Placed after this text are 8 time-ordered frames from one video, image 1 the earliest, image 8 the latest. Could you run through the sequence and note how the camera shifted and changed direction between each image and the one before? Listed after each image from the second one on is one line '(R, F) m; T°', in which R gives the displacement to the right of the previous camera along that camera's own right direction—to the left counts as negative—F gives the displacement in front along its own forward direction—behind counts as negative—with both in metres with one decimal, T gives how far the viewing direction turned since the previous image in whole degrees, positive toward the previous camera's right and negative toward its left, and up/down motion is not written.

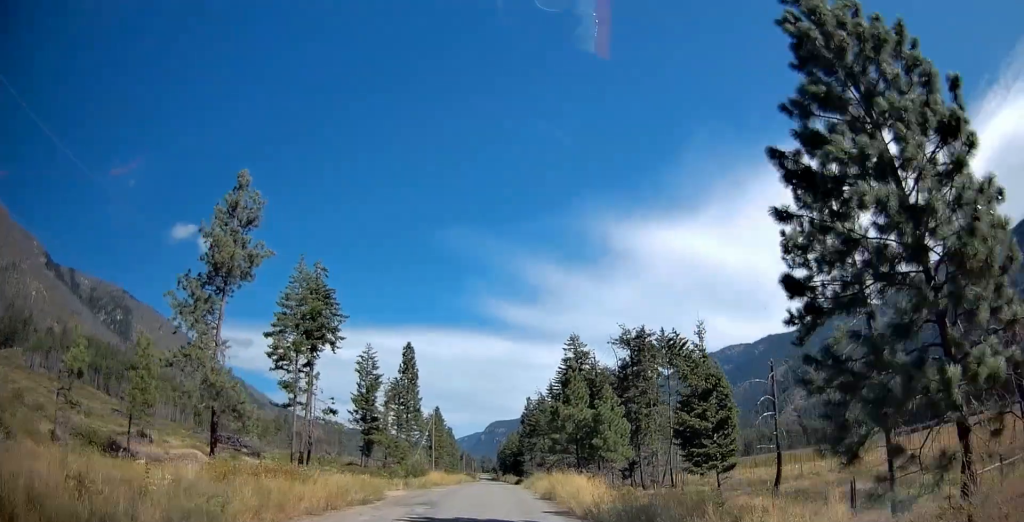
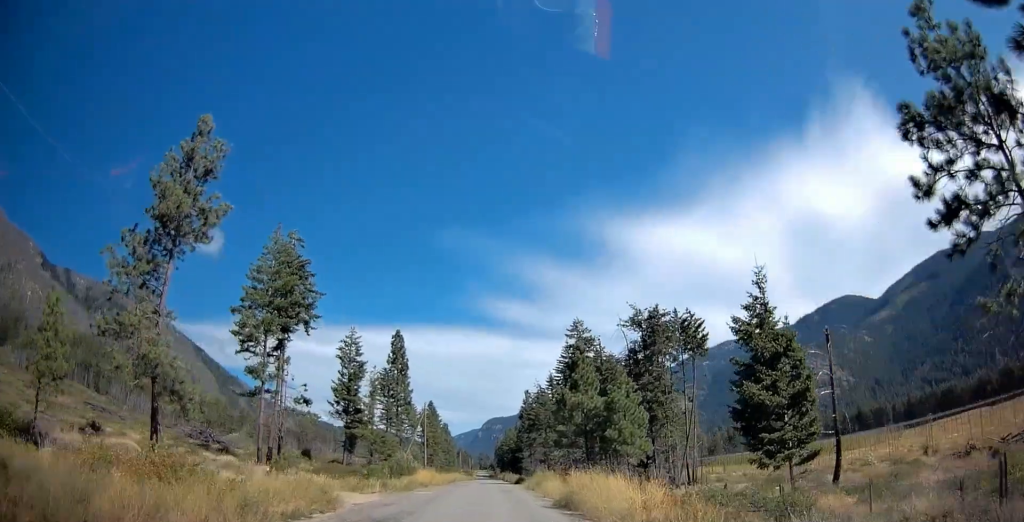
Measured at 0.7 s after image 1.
(0.0, +7.5) m; 0°
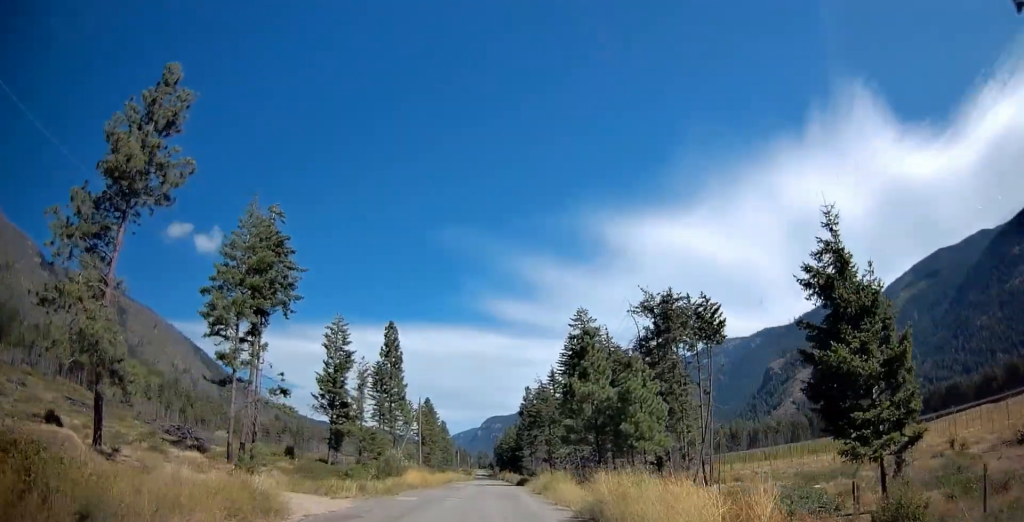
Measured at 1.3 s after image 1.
(0.0, +5.5) m; 0°
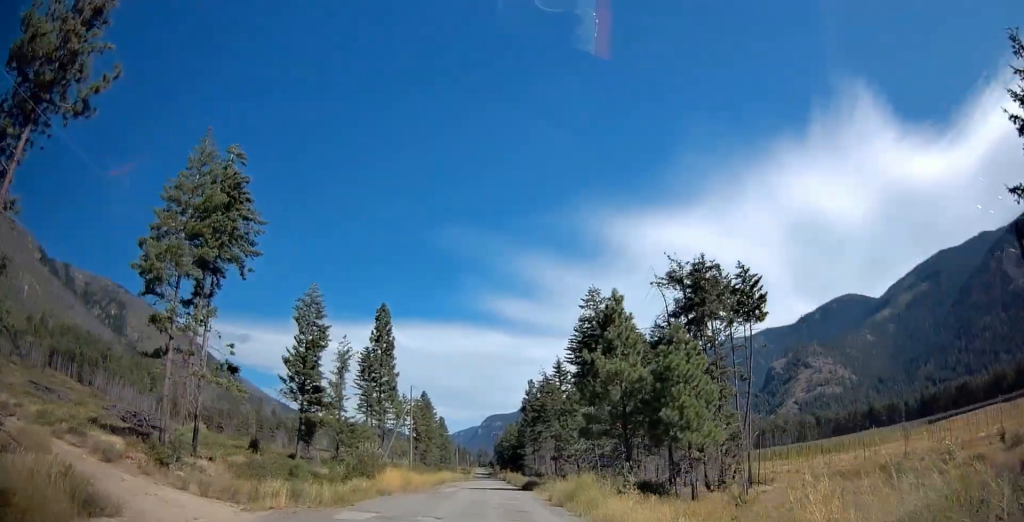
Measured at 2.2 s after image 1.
(0.0, +9.2) m; +2°
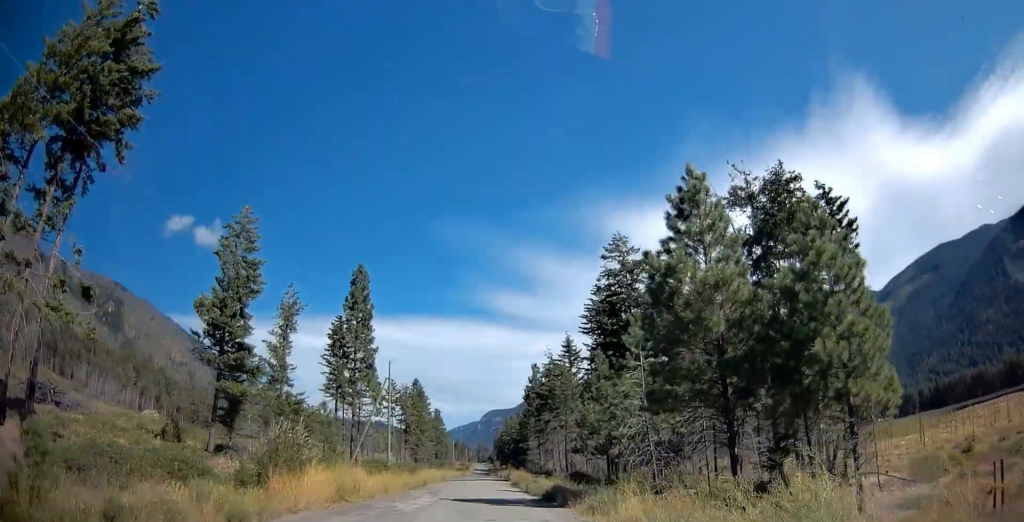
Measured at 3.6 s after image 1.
(+0.7, +14.7) m; +1°
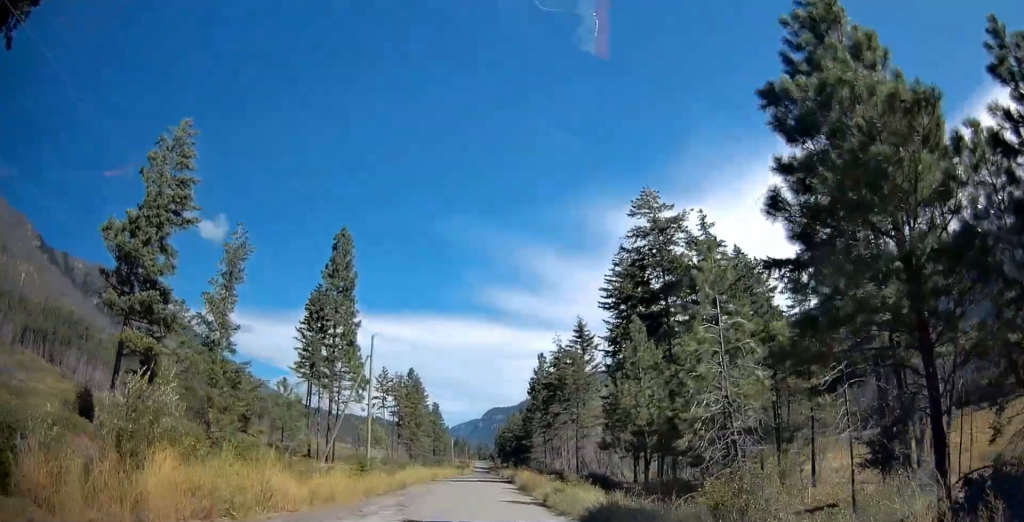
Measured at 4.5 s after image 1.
(-0.5, +9.8) m; -3°
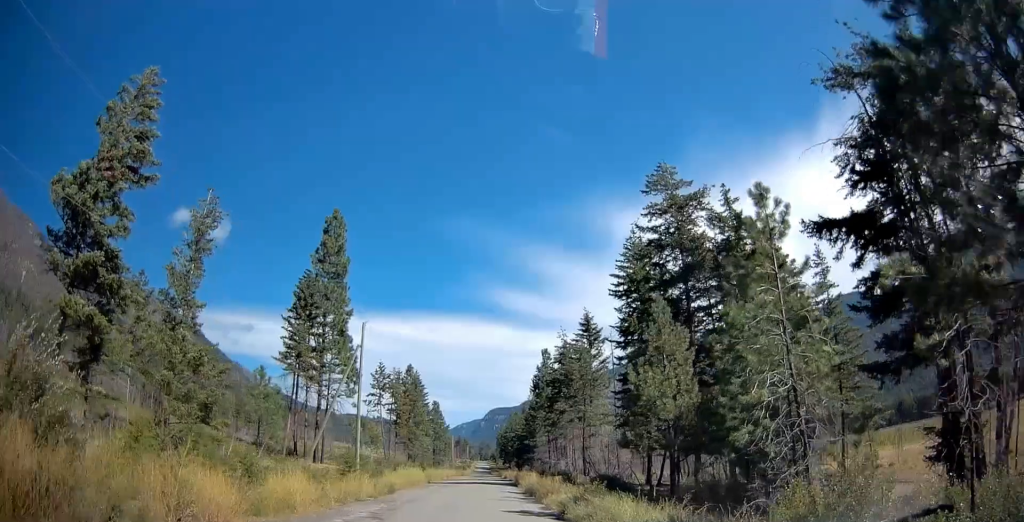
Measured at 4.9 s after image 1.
(-0.1, +4.3) m; 0°
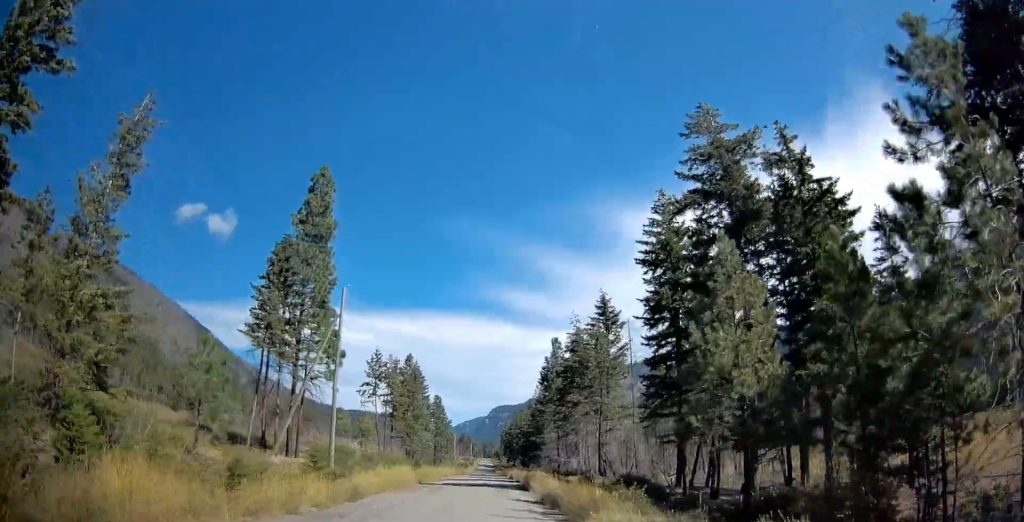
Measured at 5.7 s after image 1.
(-0.1, +7.9) m; 0°
